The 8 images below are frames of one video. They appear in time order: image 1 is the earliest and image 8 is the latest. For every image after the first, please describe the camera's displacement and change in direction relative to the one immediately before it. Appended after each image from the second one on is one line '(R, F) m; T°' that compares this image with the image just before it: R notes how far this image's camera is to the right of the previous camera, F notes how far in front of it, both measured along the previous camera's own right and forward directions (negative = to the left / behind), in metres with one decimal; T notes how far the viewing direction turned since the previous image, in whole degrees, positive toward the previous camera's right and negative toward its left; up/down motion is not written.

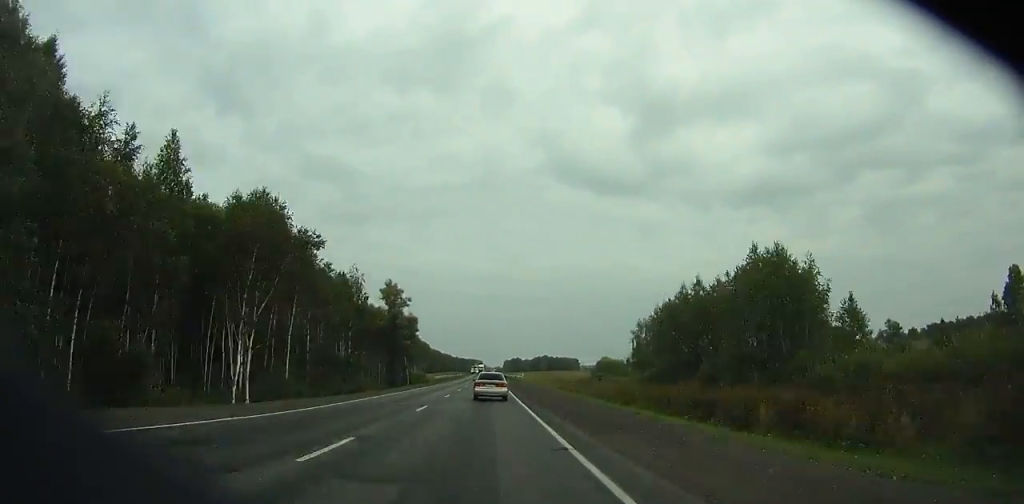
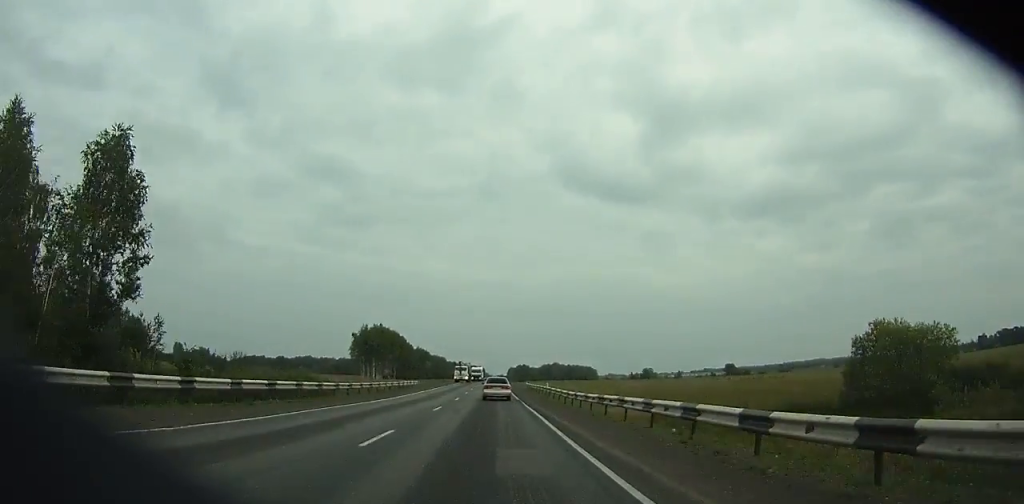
(-0.5, +105.5) m; 0°
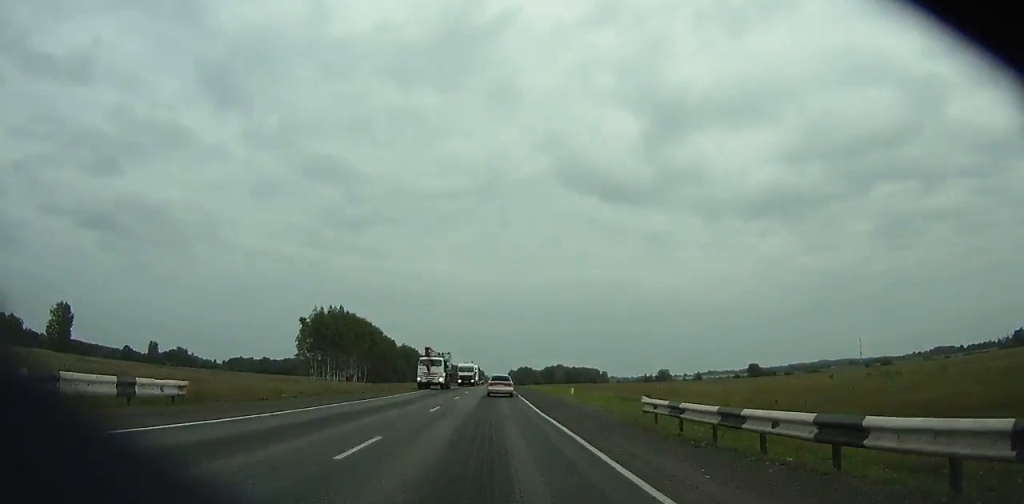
(0.0, +50.8) m; 0°
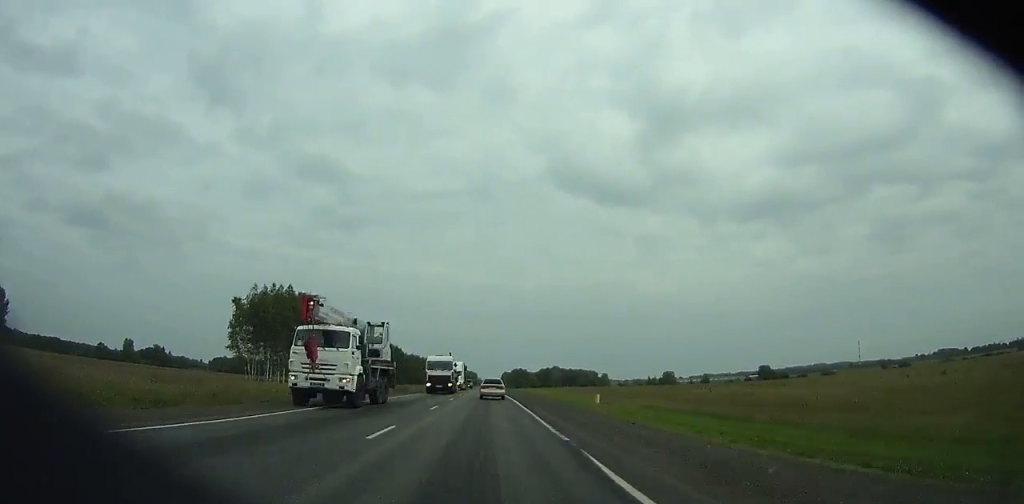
(+0.1, +31.4) m; 0°
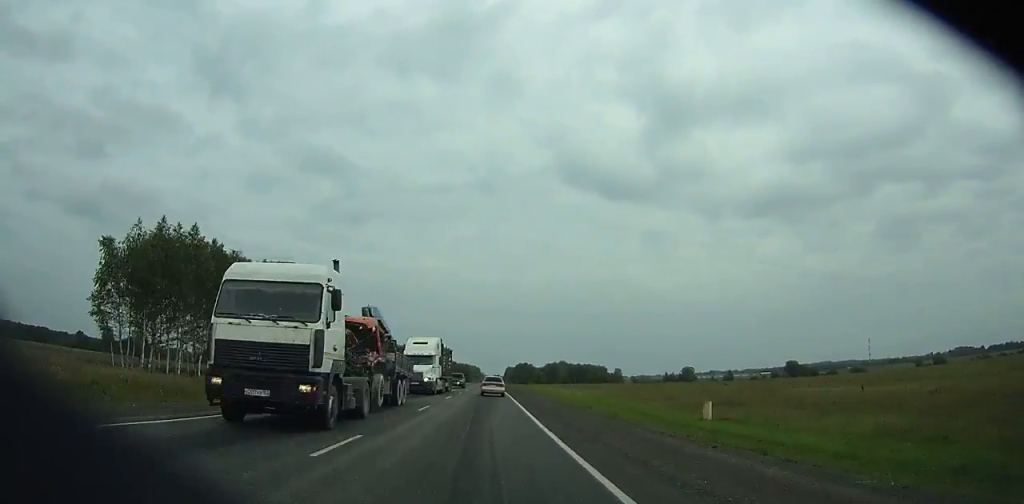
(+0.1, +38.3) m; 0°
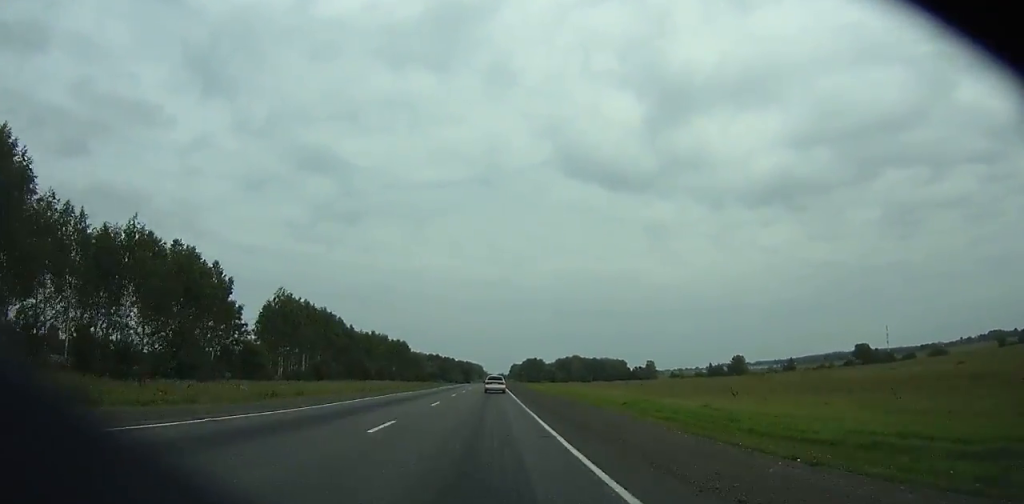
(+0.2, +81.3) m; 0°
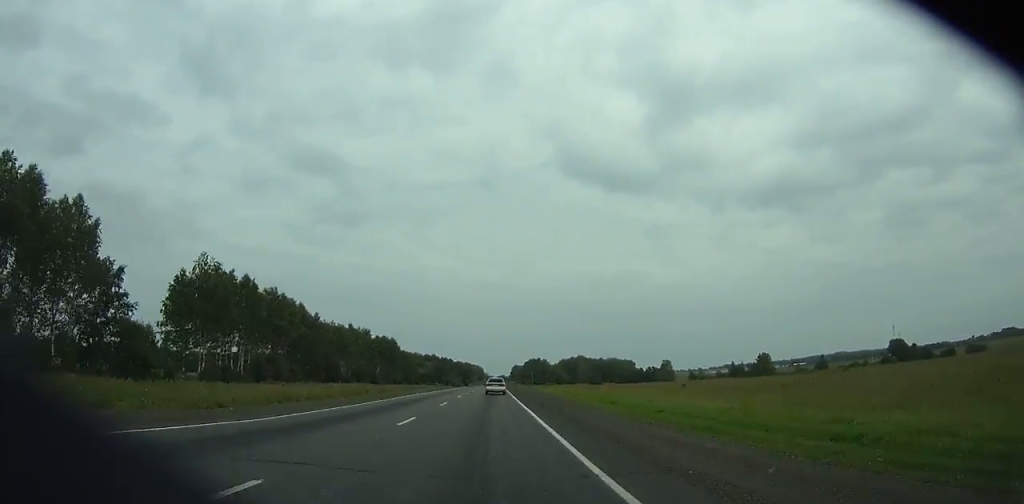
(+0.1, +31.4) m; 0°
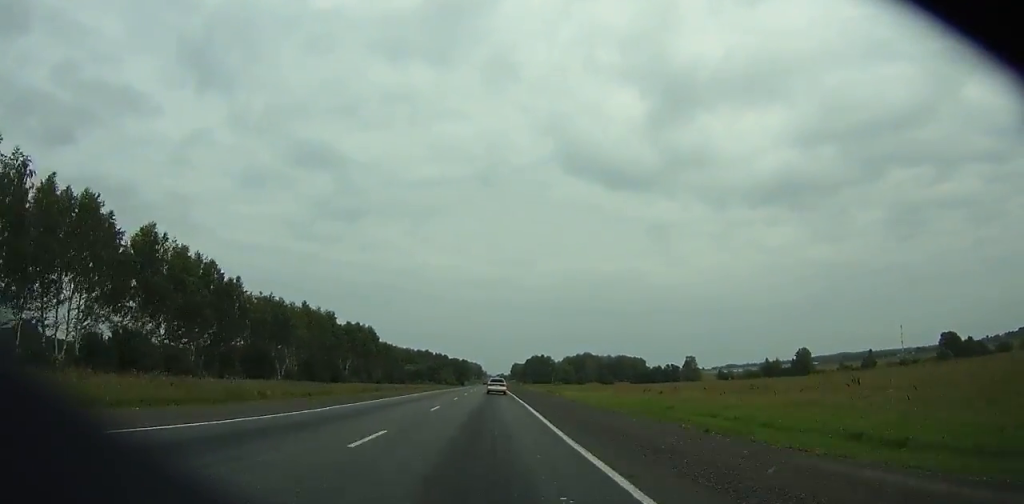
(-0.1, +41.1) m; 0°
